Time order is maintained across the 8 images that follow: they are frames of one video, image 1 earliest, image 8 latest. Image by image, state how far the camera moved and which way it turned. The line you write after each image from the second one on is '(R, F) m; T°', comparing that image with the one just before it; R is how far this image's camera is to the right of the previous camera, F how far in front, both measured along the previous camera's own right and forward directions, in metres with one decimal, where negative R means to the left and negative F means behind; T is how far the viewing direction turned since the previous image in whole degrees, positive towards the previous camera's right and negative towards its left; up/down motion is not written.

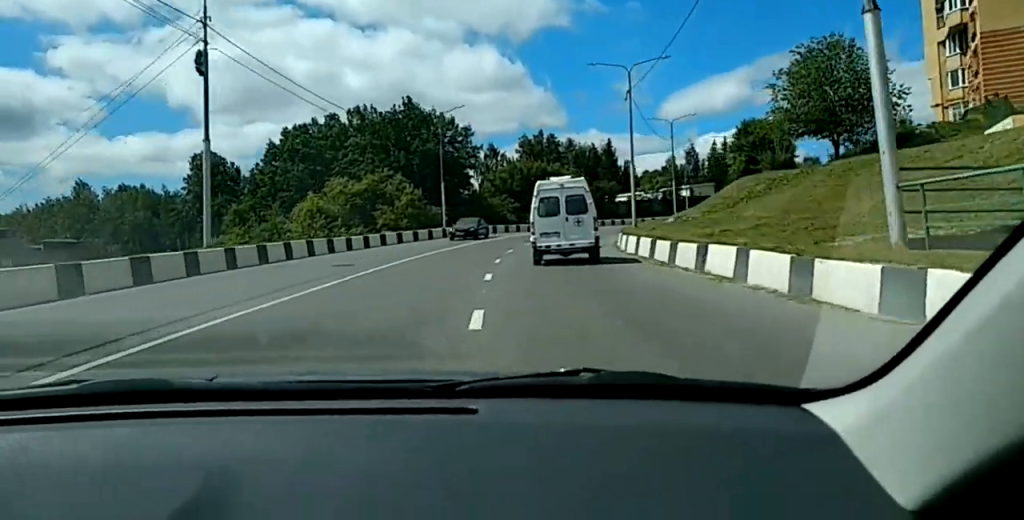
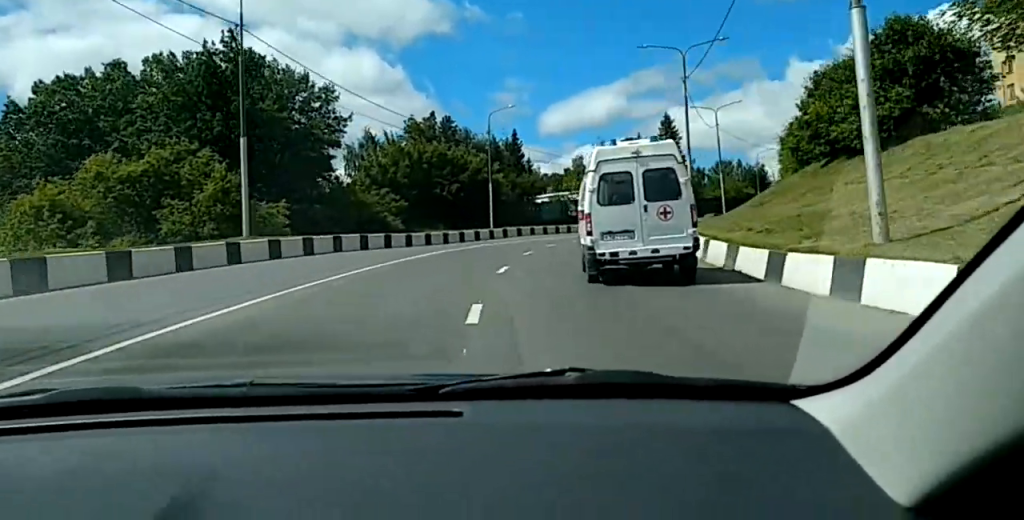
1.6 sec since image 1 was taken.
(+0.6, +31.8) m; +4°
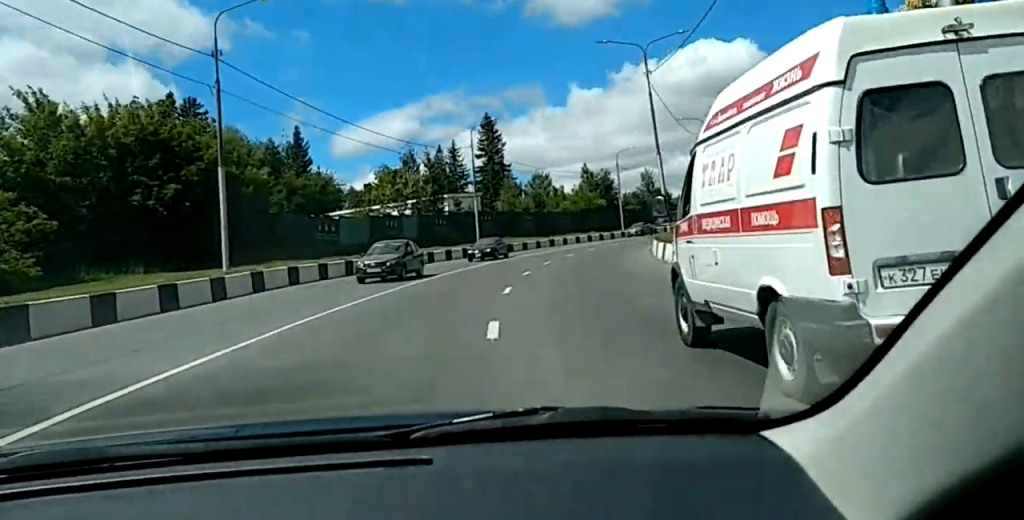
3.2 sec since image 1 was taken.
(+2.8, +31.4) m; +10°
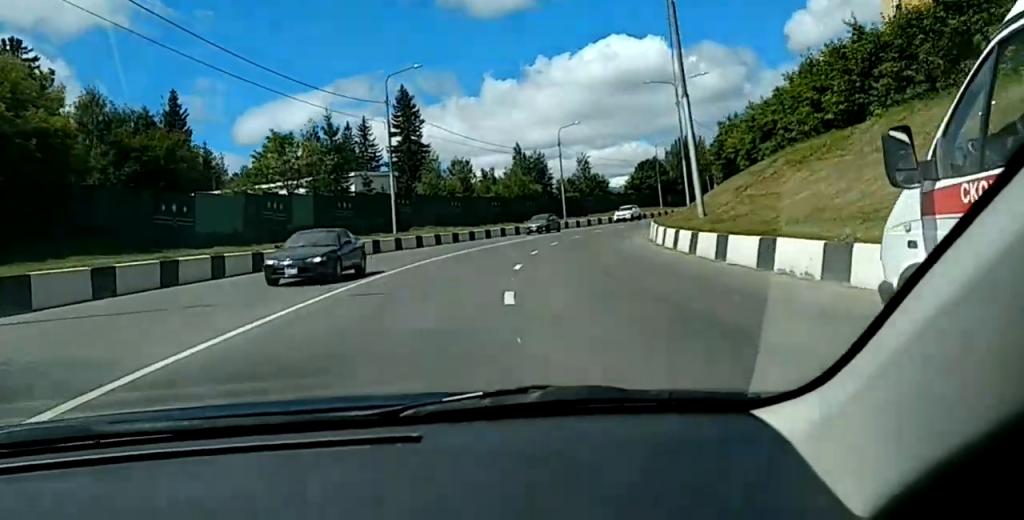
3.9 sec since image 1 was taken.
(+0.6, +14.4) m; +9°
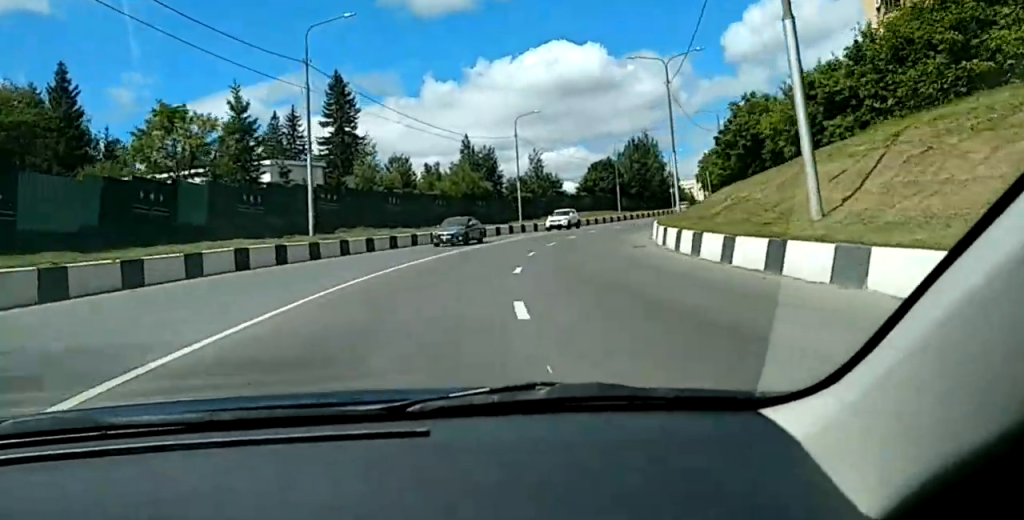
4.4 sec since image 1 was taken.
(-0.3, +10.4) m; +10°
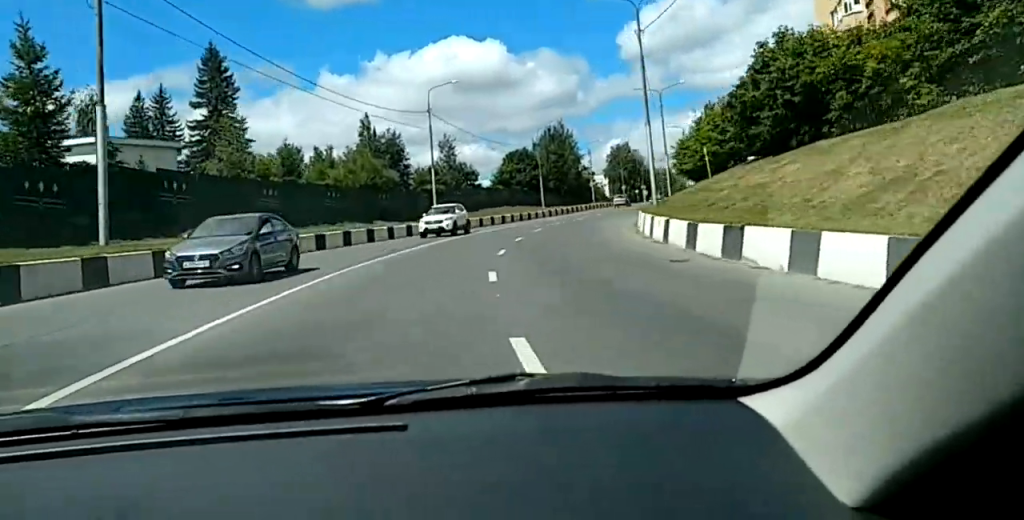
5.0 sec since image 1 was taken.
(+2.0, +11.4) m; +10°
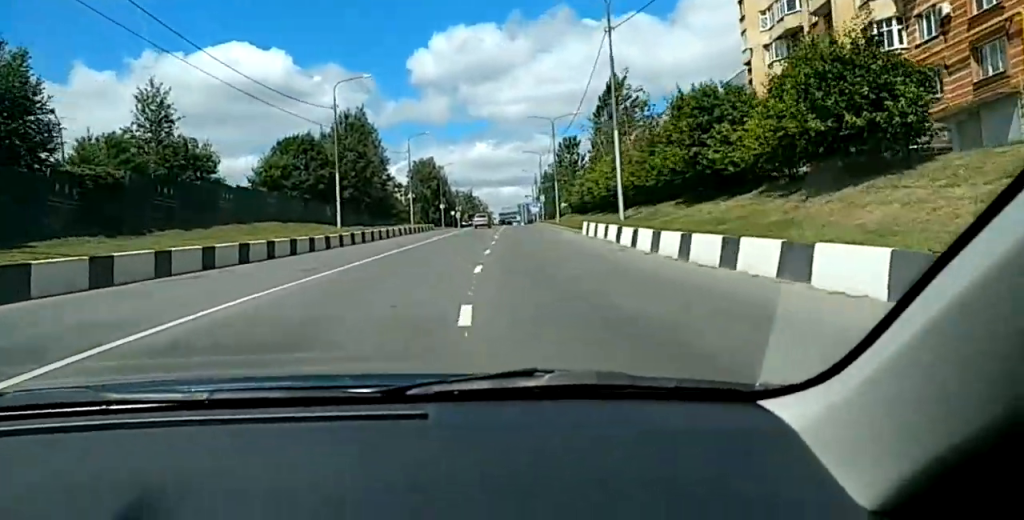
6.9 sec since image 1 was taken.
(+5.3, +36.7) m; +8°
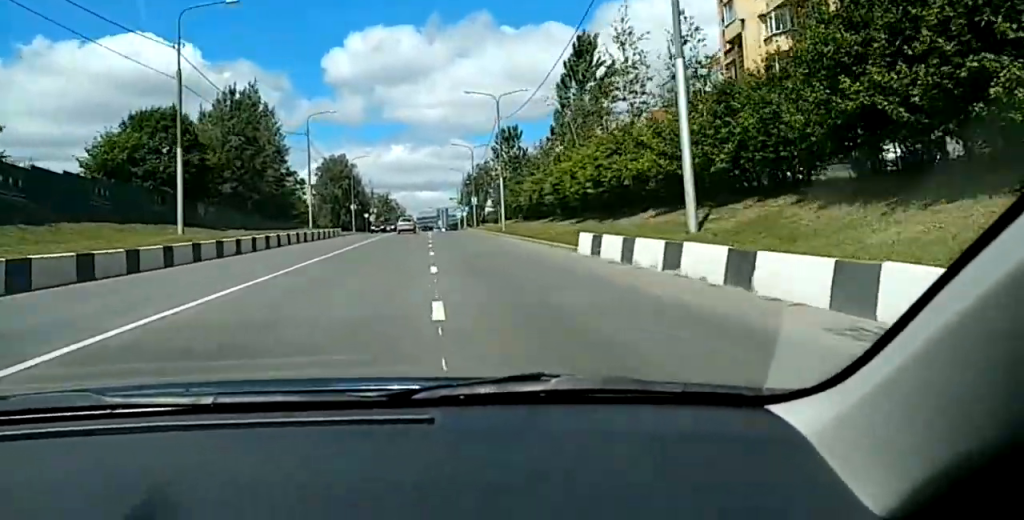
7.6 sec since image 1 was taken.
(0.0, +14.9) m; 0°
